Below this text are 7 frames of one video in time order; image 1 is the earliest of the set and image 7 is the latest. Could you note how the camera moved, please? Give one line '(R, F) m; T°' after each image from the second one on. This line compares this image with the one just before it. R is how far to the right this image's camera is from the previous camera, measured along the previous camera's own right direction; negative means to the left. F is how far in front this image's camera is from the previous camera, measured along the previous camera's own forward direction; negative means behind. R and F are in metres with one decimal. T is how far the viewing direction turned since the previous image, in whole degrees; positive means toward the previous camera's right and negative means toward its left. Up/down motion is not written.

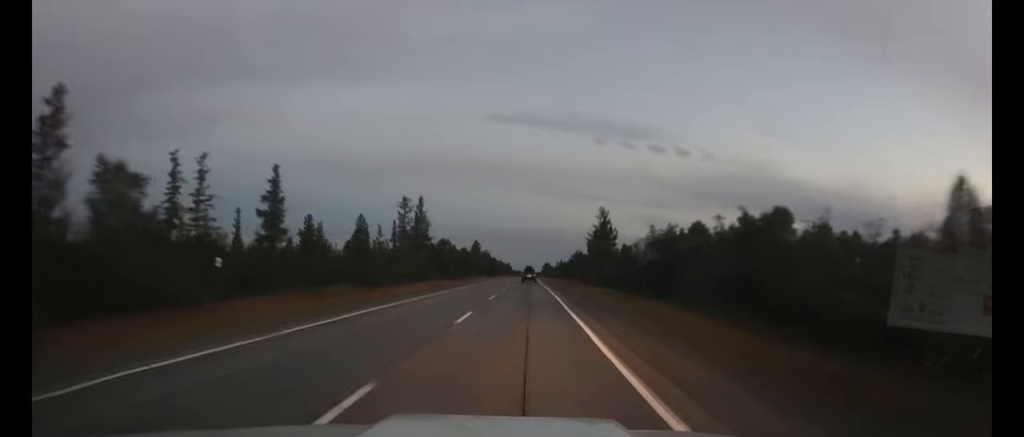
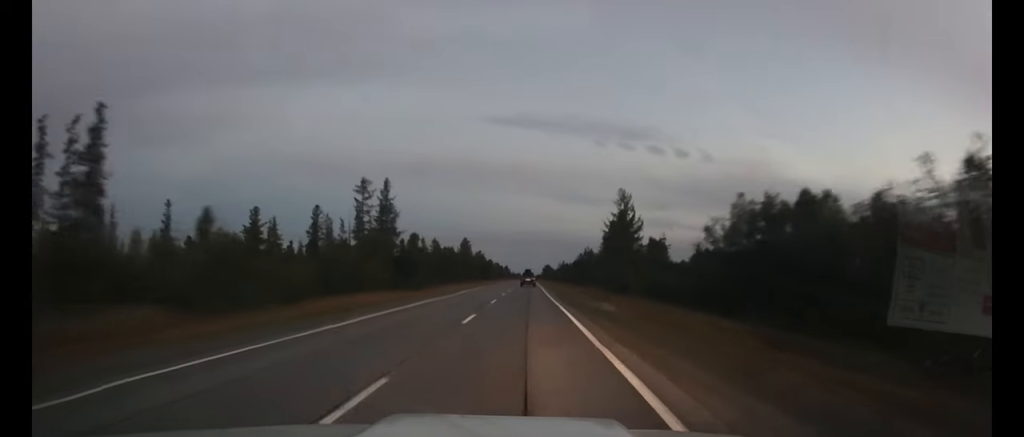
(0.0, +23.8) m; 0°
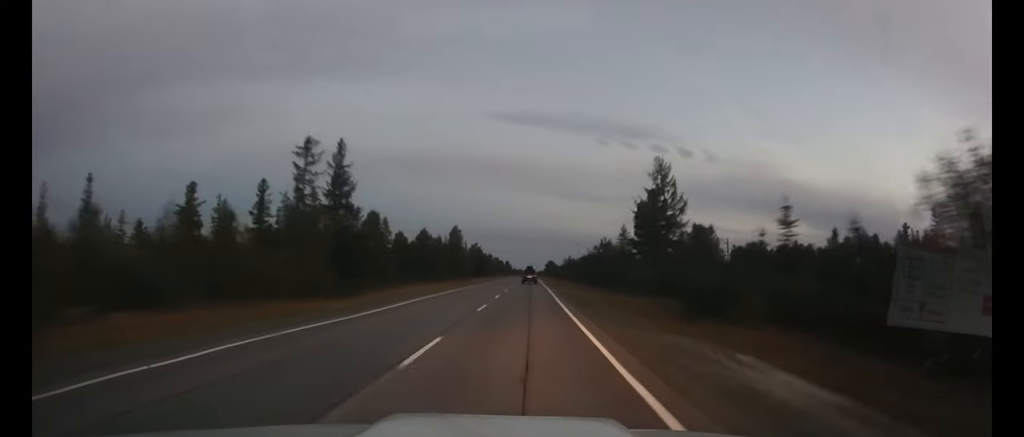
(0.0, +20.9) m; 0°
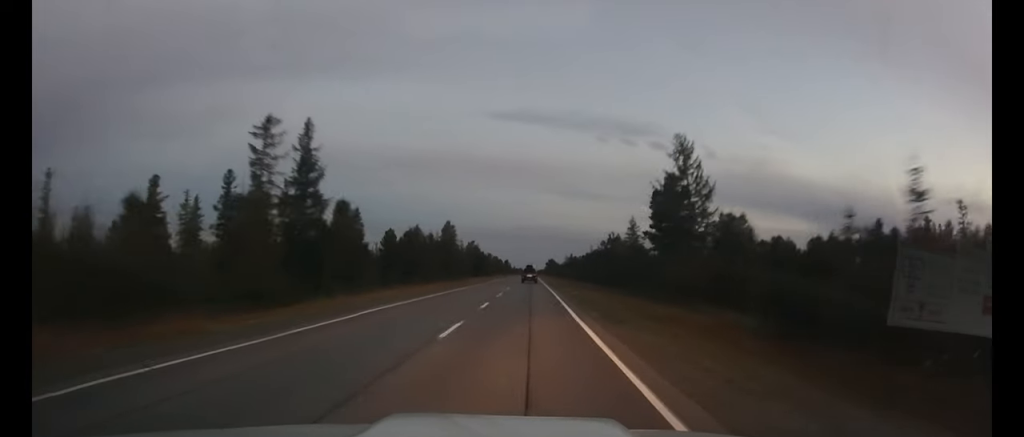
(0.0, +9.0) m; 0°
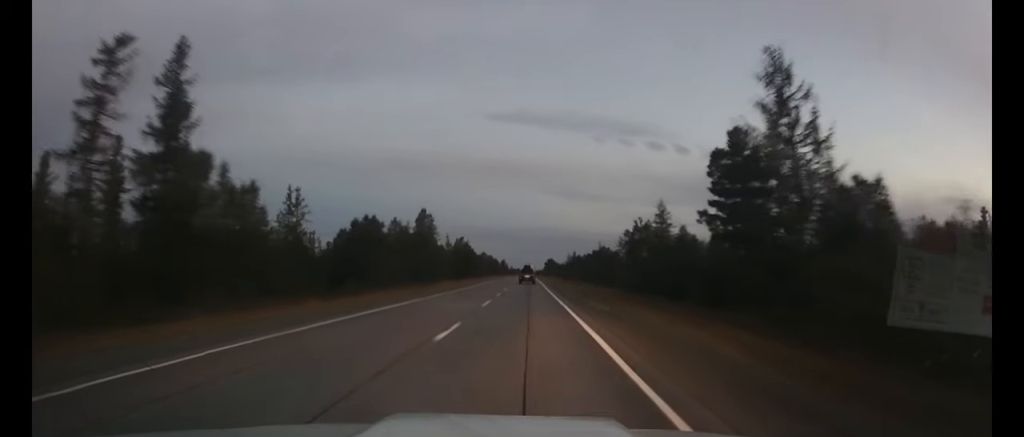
(0.0, +20.9) m; 0°
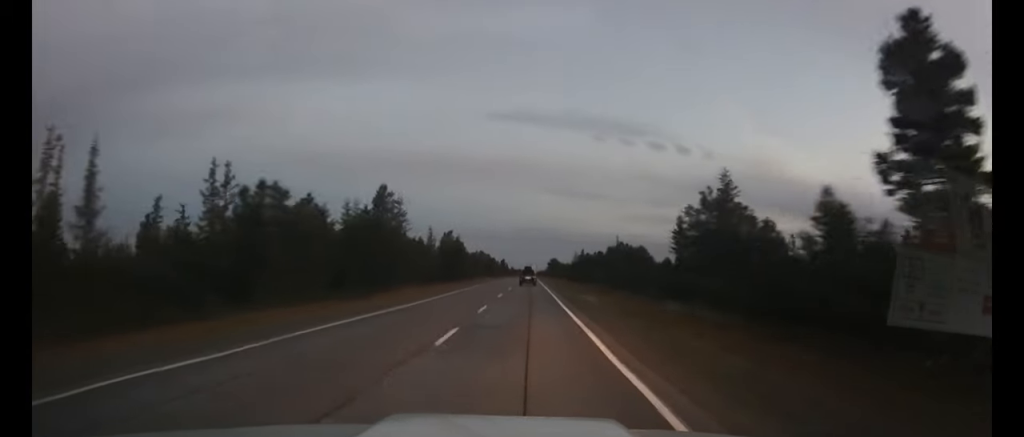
(0.0, +22.3) m; 0°
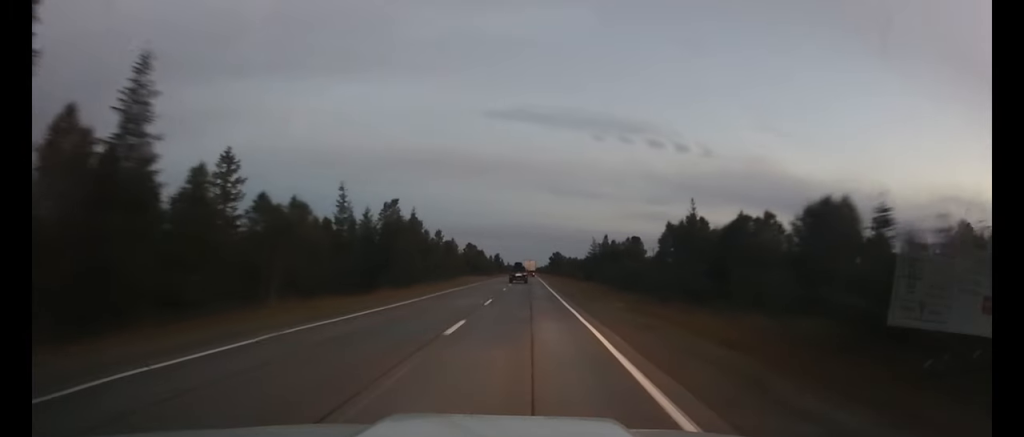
(-0.1, +47.0) m; 0°
